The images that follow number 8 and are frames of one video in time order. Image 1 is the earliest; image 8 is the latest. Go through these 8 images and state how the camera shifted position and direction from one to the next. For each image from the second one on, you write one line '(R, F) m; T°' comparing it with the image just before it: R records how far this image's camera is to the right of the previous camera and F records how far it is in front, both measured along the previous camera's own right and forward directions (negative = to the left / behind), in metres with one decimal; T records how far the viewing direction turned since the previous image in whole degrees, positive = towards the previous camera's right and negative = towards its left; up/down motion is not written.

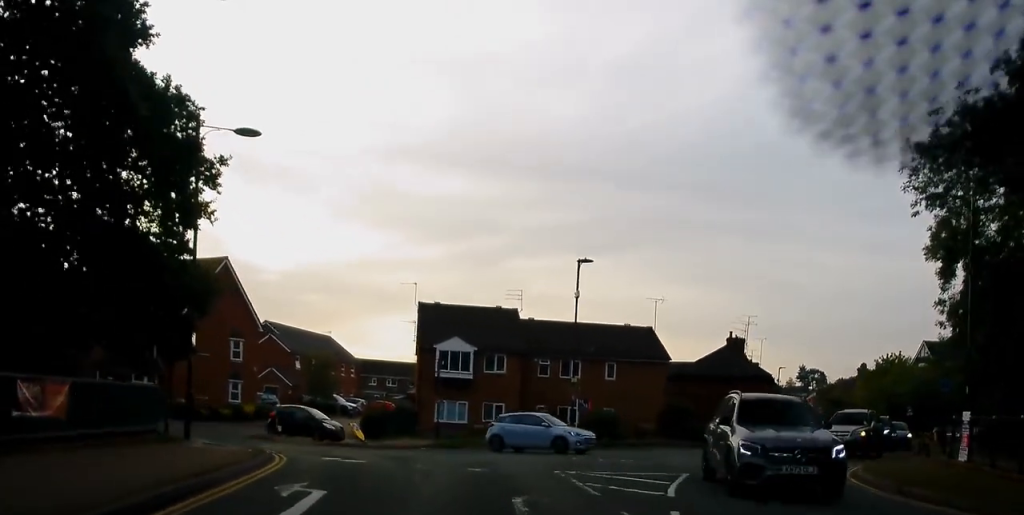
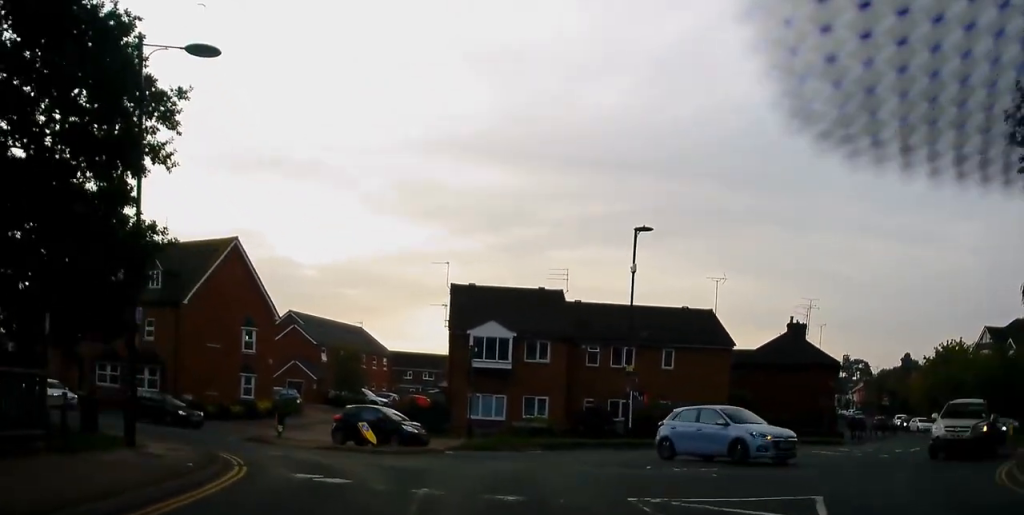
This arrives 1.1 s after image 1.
(-0.5, +5.3) m; -11°
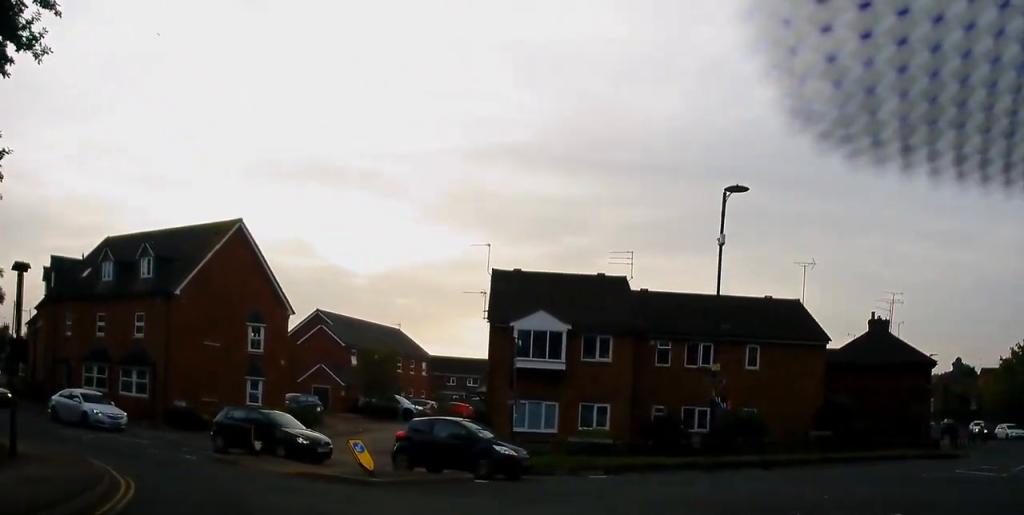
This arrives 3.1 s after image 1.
(+0.3, +7.2) m; +8°
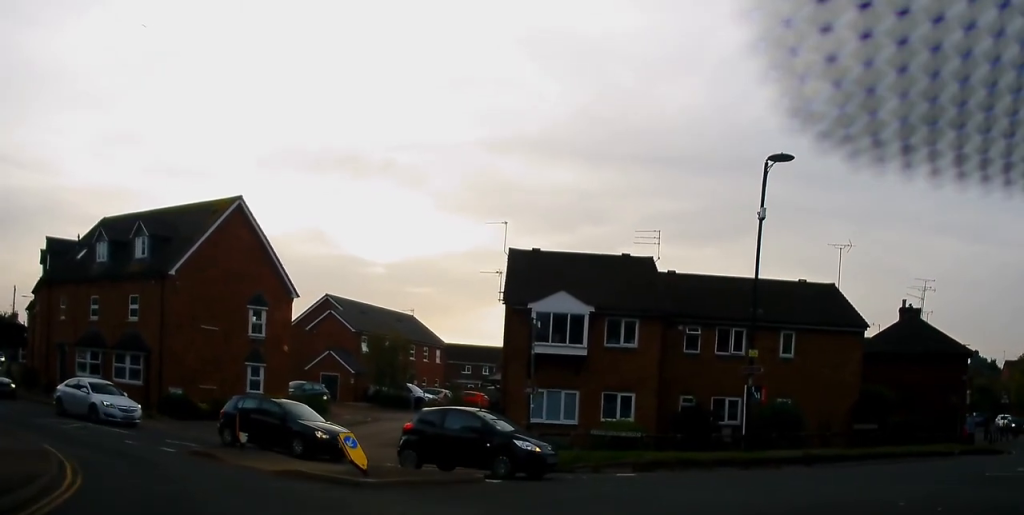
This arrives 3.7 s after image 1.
(-0.2, +2.2) m; 0°
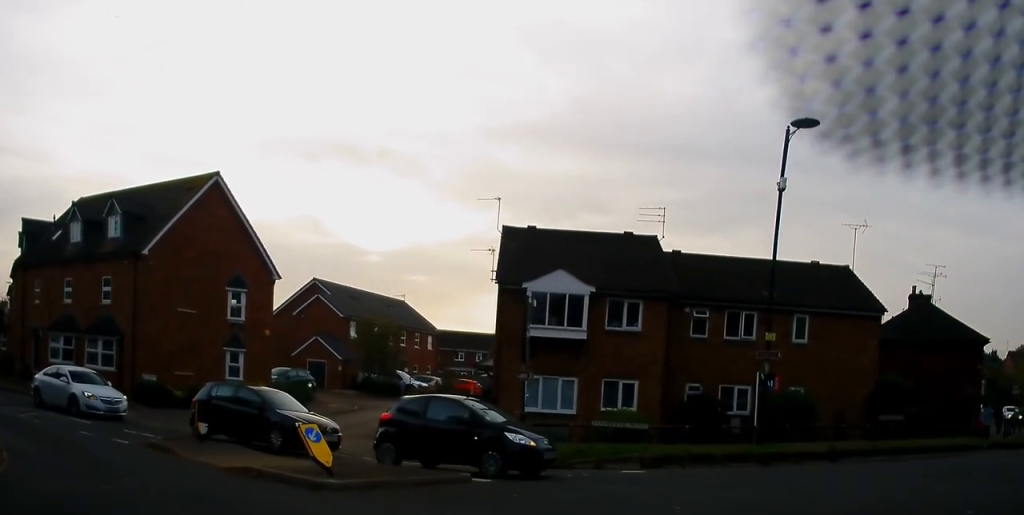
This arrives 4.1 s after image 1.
(0.0, +1.9) m; +1°
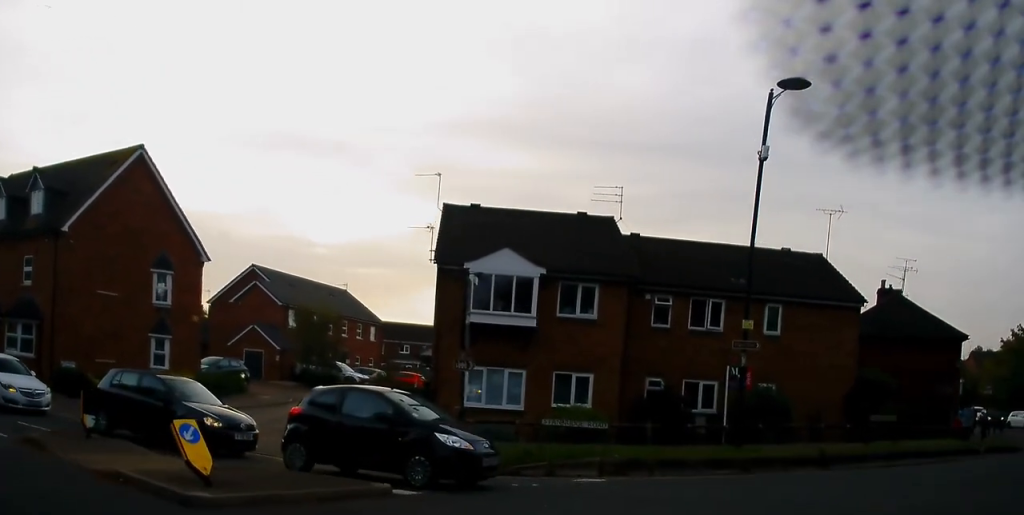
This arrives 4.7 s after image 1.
(+0.2, +2.5) m; +3°
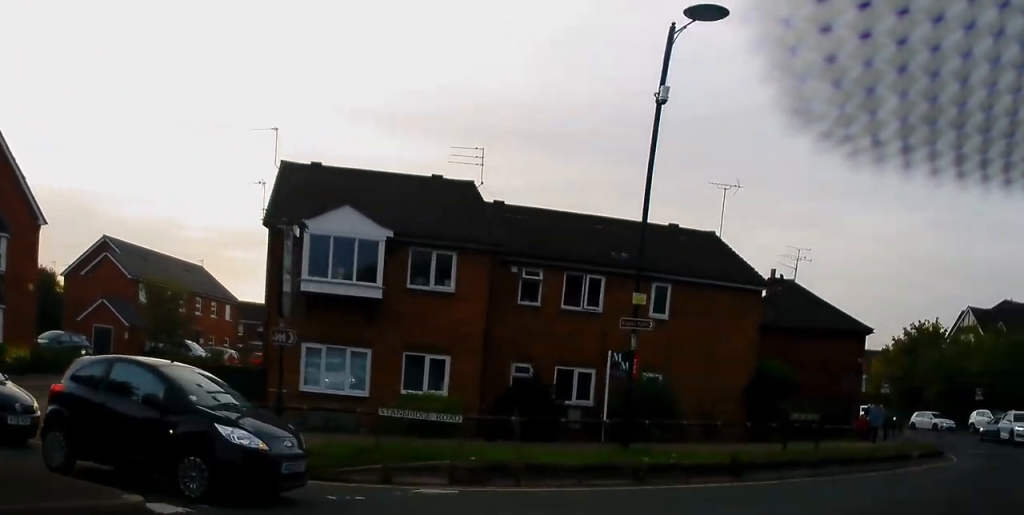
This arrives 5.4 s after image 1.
(+0.1, +3.3) m; +8°
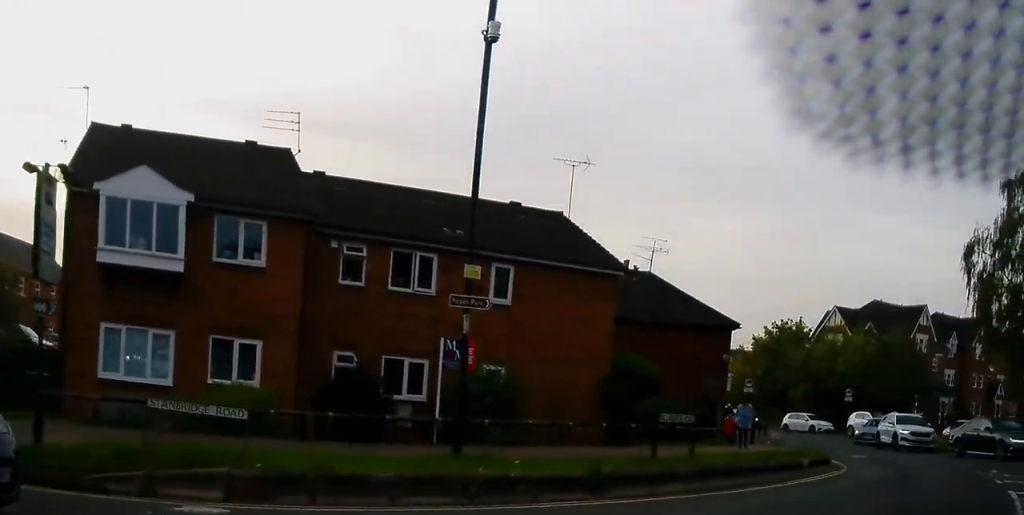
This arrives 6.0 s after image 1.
(-0.2, +2.6) m; +8°
